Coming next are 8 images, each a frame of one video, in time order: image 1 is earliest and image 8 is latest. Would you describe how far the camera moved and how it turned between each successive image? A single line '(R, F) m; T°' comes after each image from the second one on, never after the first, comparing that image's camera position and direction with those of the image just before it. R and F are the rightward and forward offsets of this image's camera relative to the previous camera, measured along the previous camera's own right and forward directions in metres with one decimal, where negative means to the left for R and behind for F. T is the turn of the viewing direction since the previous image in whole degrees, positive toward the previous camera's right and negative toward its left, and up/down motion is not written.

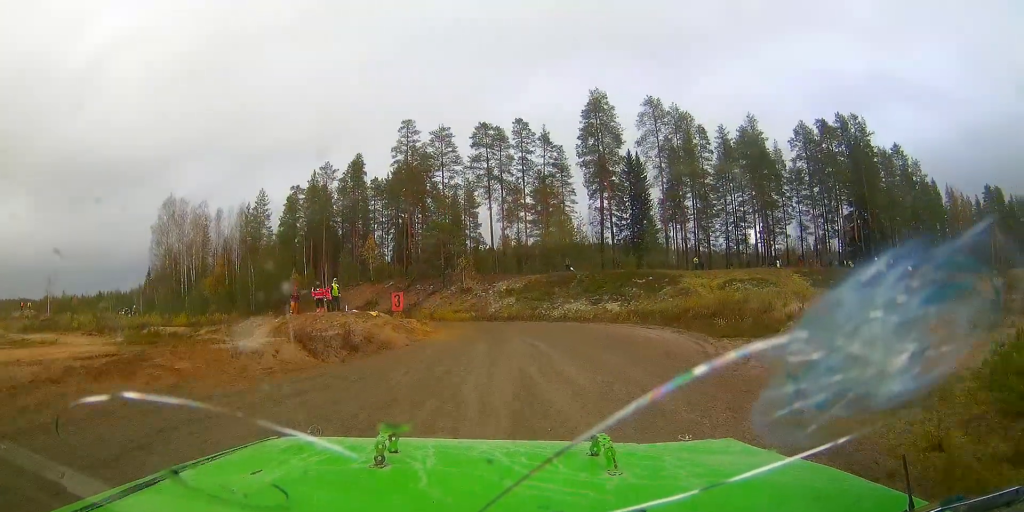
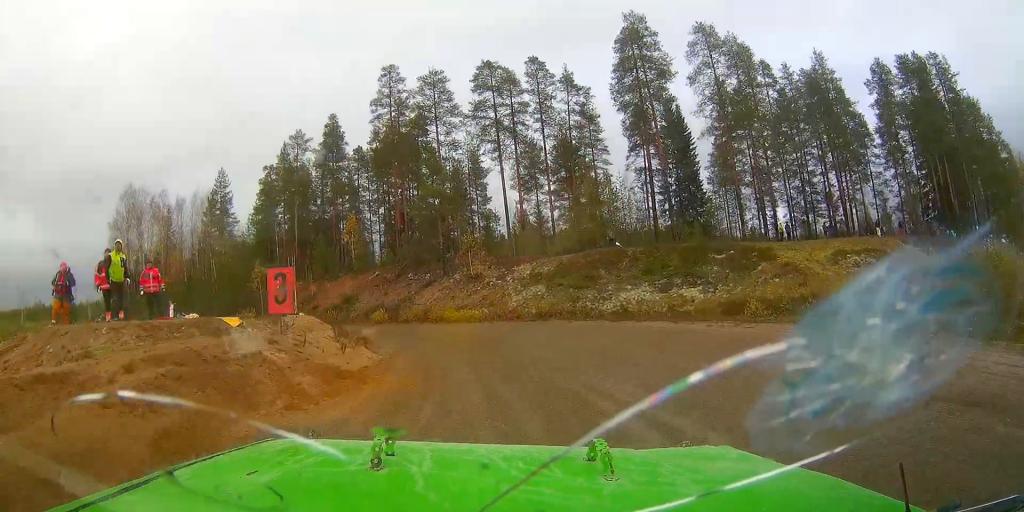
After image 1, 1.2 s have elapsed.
(+0.3, +17.7) m; -3°
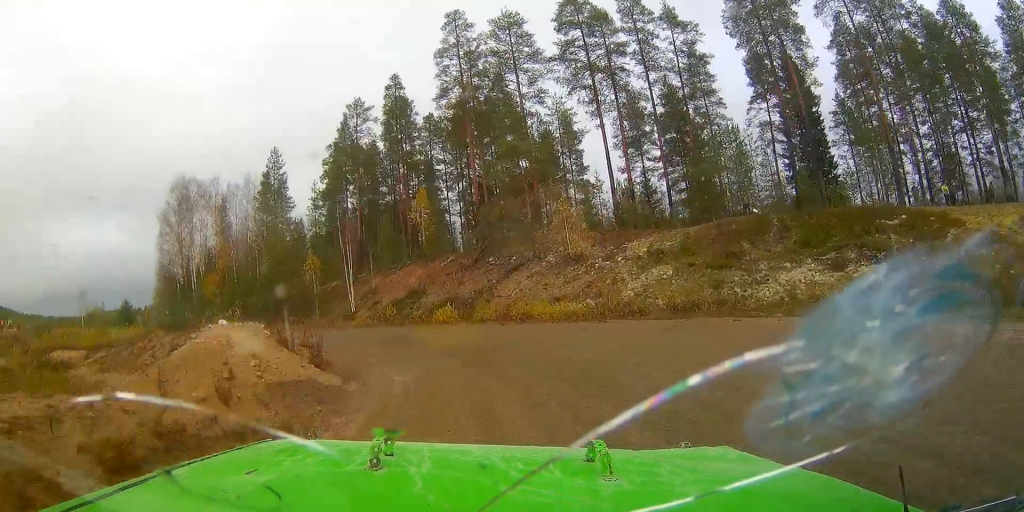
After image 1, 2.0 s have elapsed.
(-0.1, +11.2) m; -10°
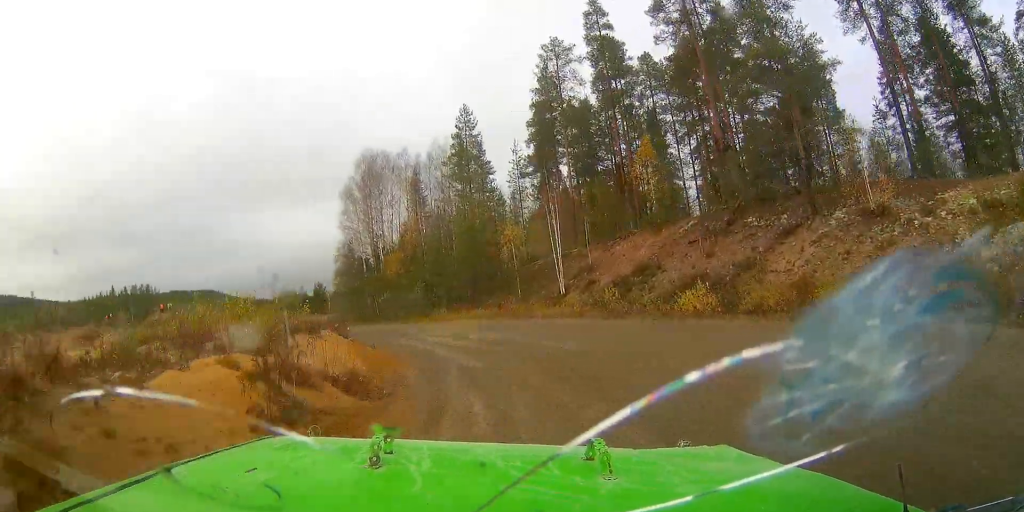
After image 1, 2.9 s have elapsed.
(-2.0, +12.5) m; -20°
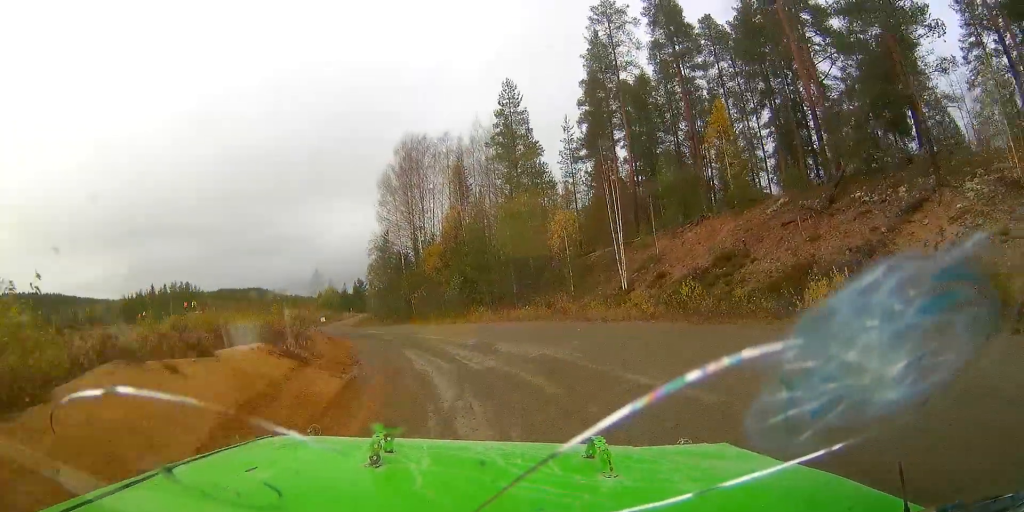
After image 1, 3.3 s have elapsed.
(-1.1, +6.0) m; -6°
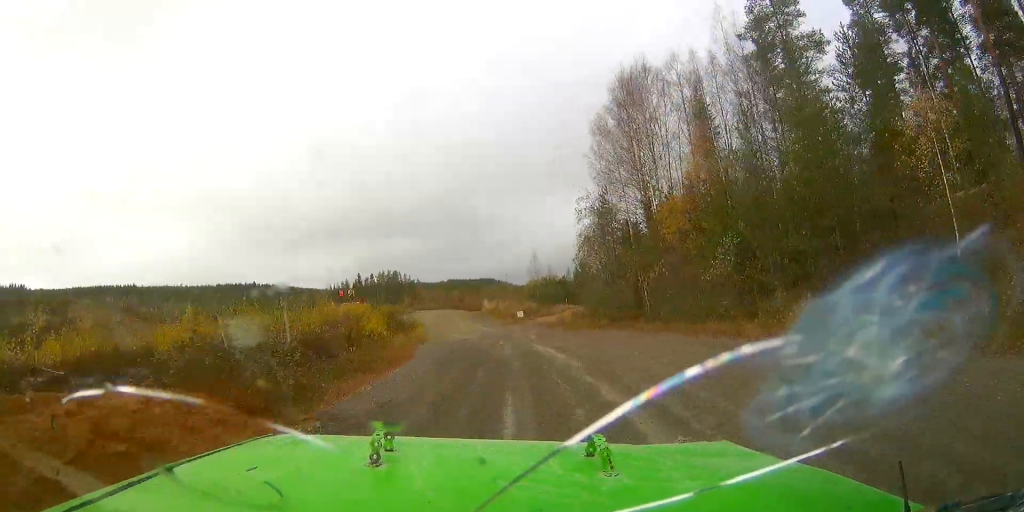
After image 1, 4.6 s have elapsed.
(-1.8, +19.4) m; -12°
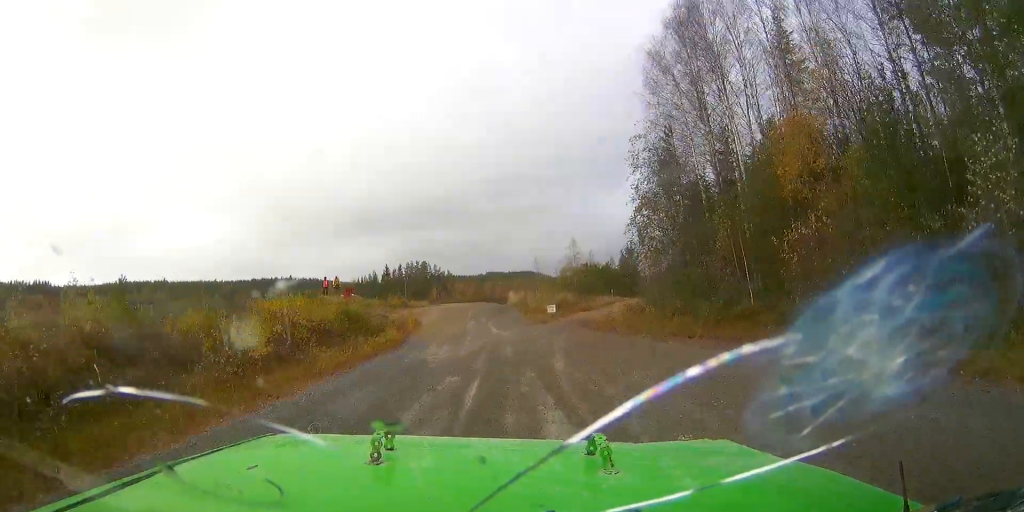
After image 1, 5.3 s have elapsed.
(-1.3, +13.4) m; -7°
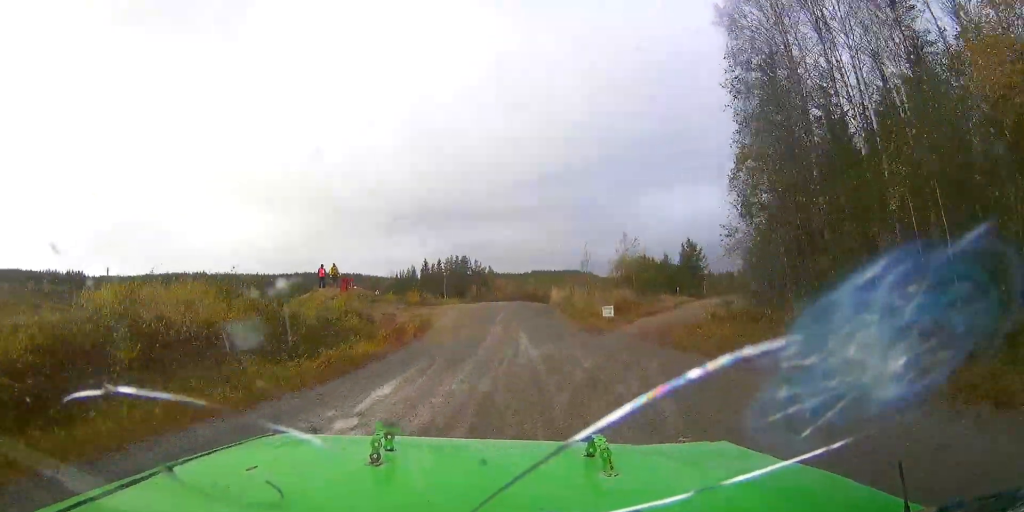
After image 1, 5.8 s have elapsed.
(-0.4, +9.7) m; -4°
